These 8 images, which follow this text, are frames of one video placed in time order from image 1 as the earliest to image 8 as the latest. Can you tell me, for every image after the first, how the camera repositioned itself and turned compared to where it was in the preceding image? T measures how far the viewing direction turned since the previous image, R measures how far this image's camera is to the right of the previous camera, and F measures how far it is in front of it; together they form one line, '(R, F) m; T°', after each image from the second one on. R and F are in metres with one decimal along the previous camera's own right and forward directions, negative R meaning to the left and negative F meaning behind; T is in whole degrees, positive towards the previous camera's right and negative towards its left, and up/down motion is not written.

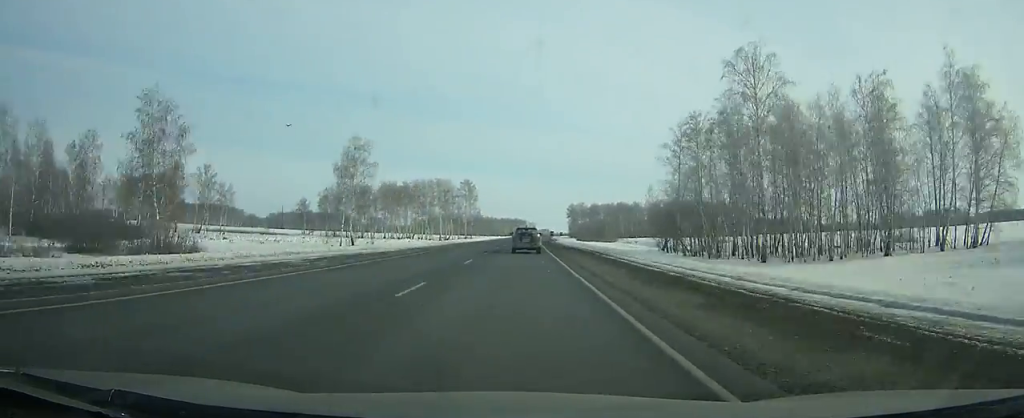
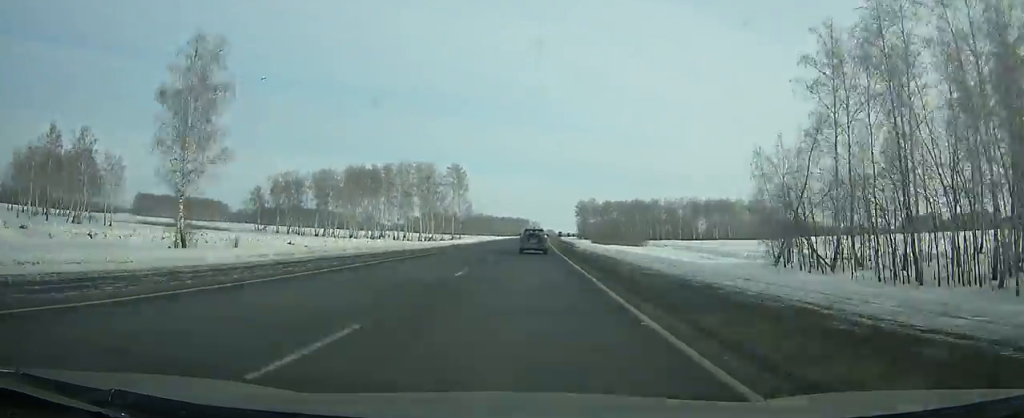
(+0.1, +43.3) m; 0°
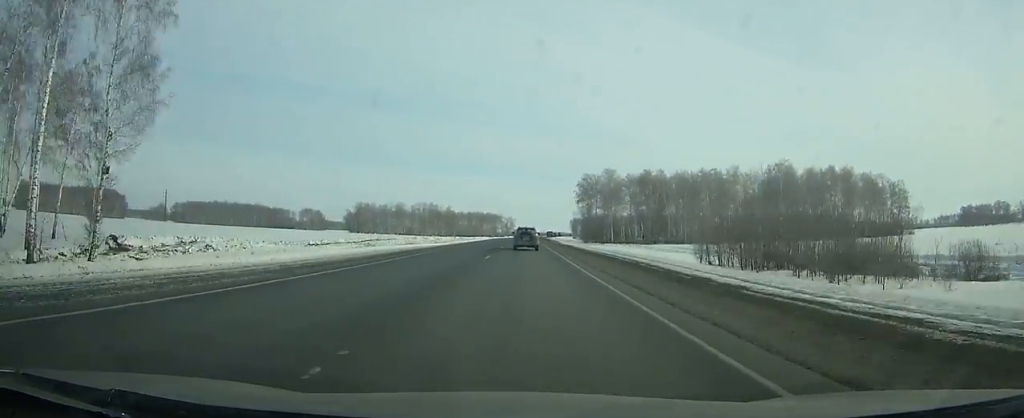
(+1.9, +133.1) m; +2°
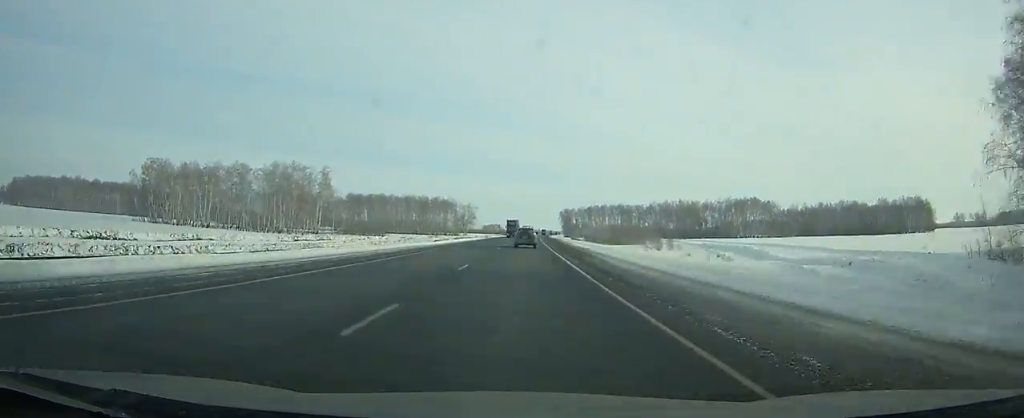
(+3.7, +187.7) m; +3°
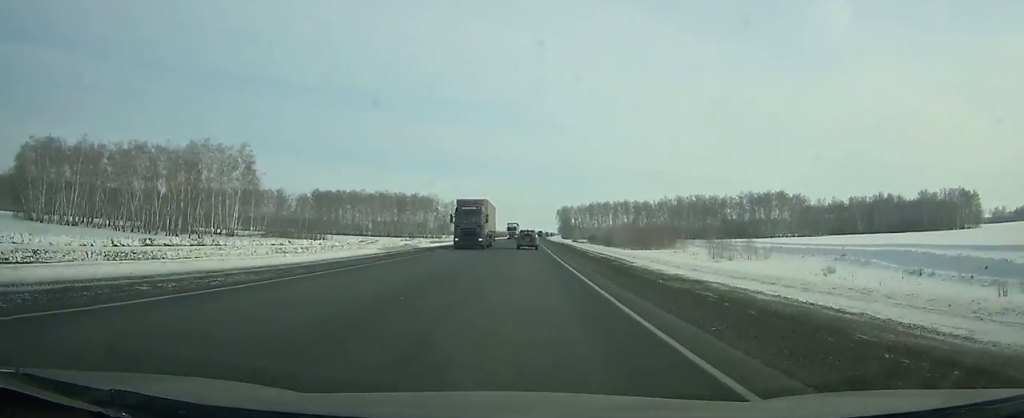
(+0.6, +44.9) m; +1°
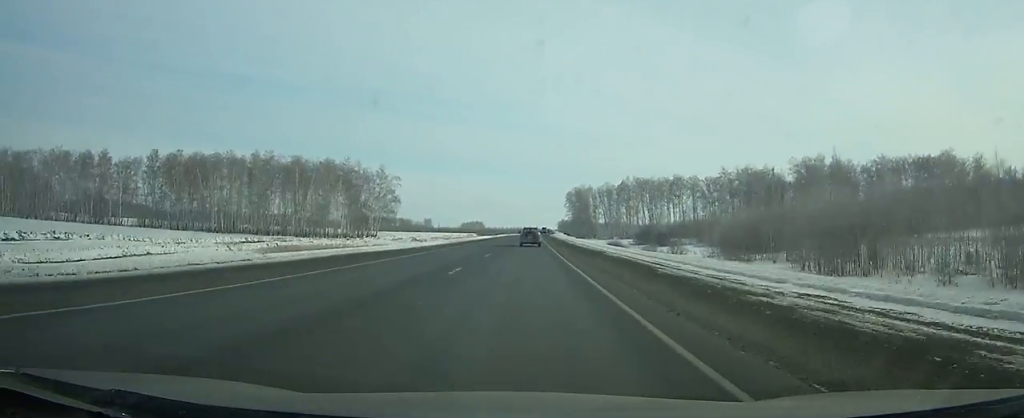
(+1.4, +124.4) m; +1°
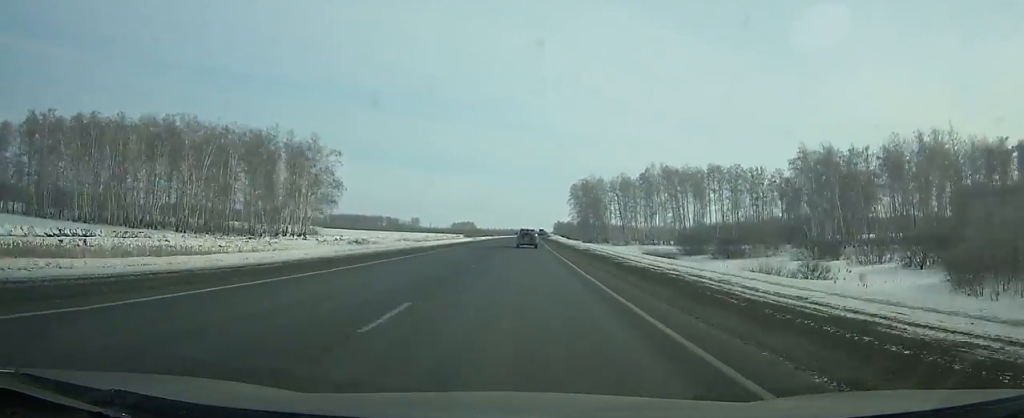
(+0.1, +45.6) m; 0°
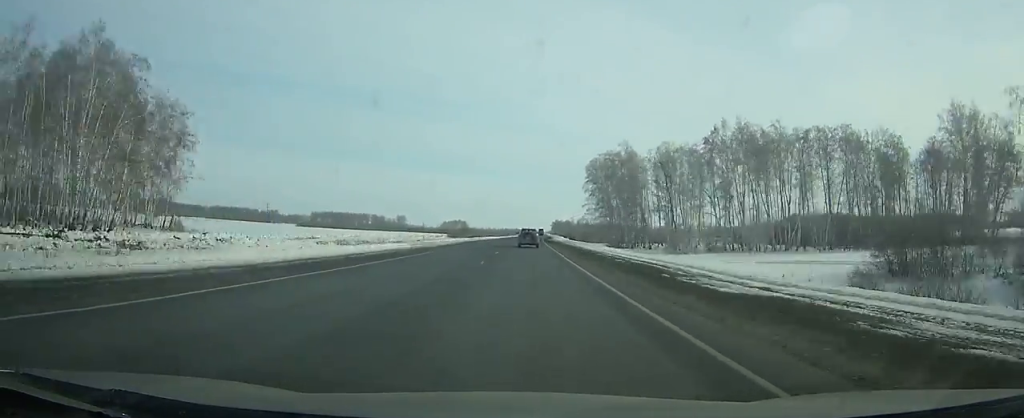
(+0.2, +57.0) m; +1°
